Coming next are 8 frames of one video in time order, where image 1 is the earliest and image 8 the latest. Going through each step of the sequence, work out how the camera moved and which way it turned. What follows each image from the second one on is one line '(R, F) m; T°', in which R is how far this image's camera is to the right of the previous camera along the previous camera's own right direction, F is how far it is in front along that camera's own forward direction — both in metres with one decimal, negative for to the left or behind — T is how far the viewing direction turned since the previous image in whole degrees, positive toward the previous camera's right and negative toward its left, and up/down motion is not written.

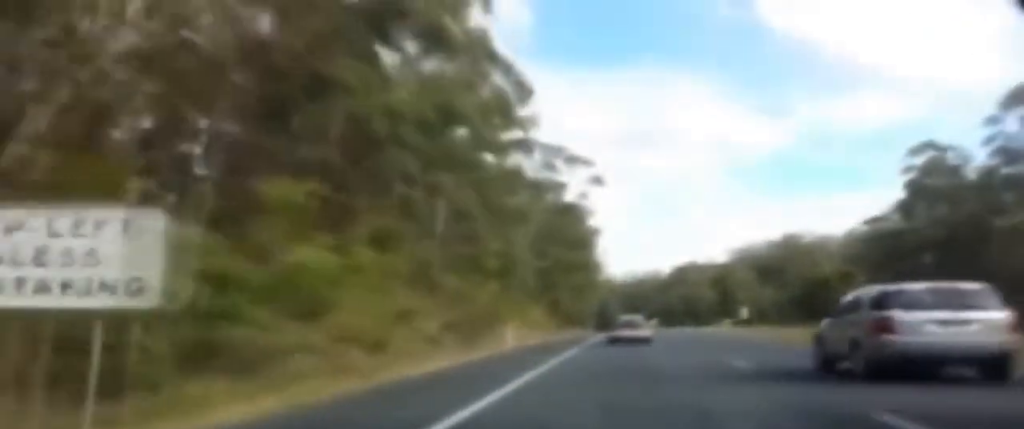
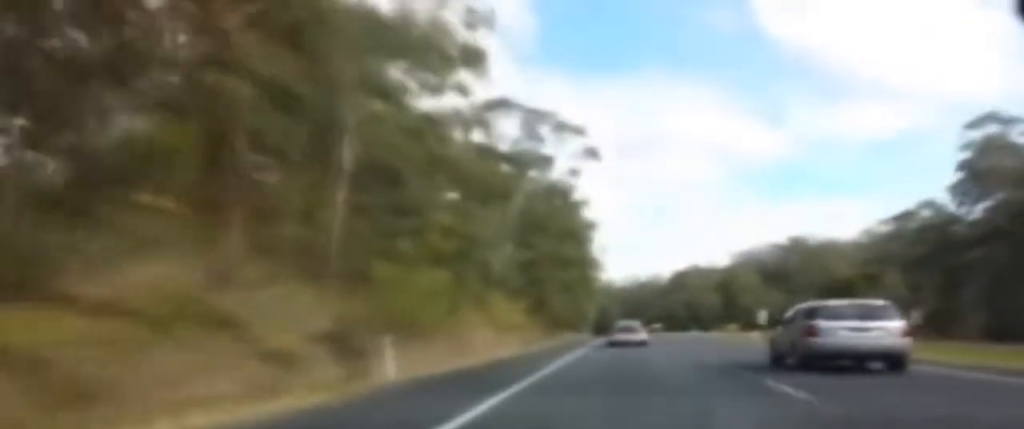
(+0.2, +18.0) m; +1°
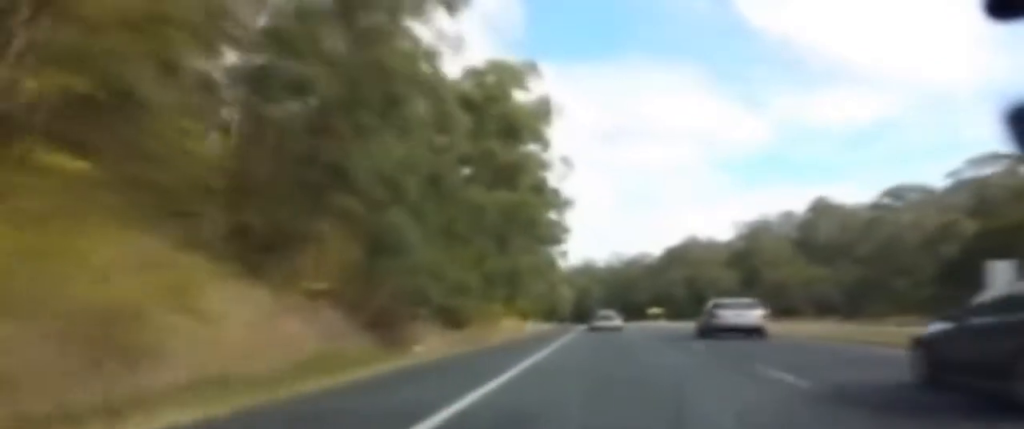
(-1.0, +59.4) m; -5°
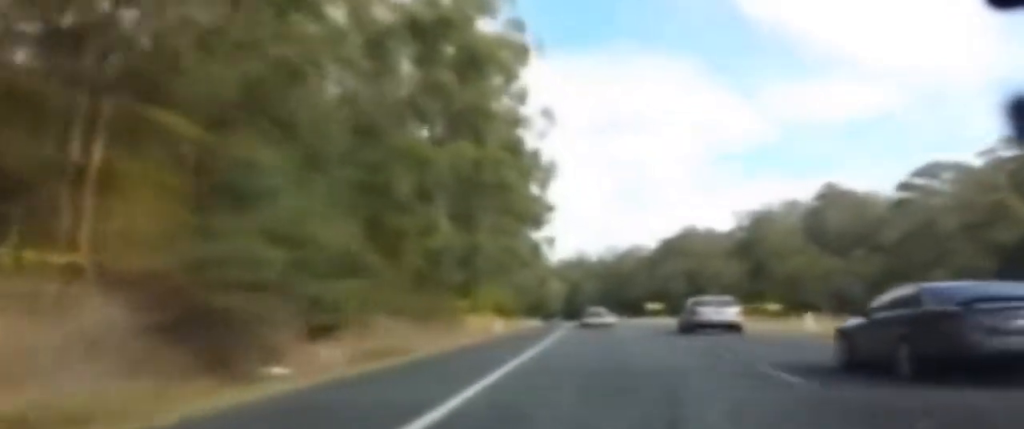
(-0.3, +12.3) m; 0°
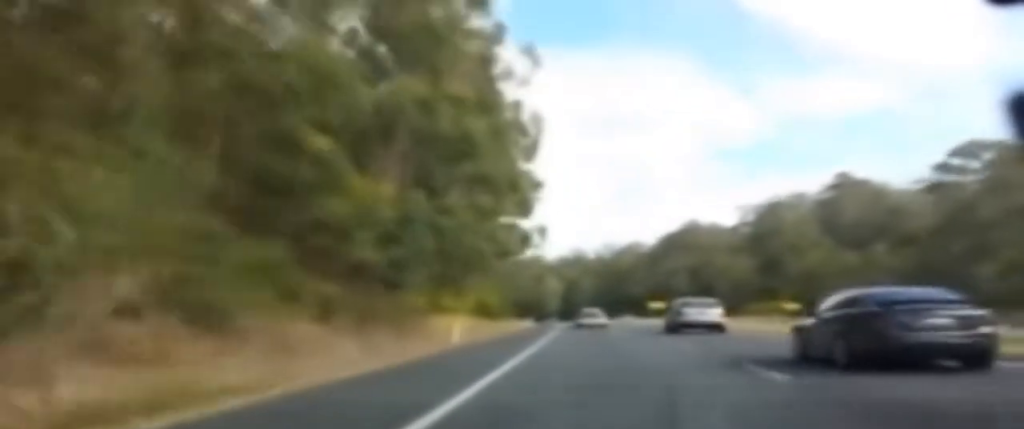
(+0.1, +10.9) m; 0°
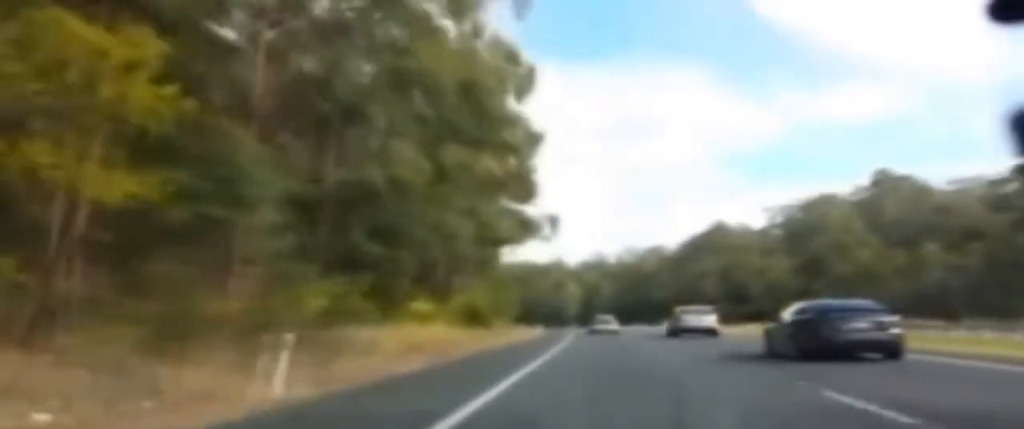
(+0.4, +16.7) m; 0°
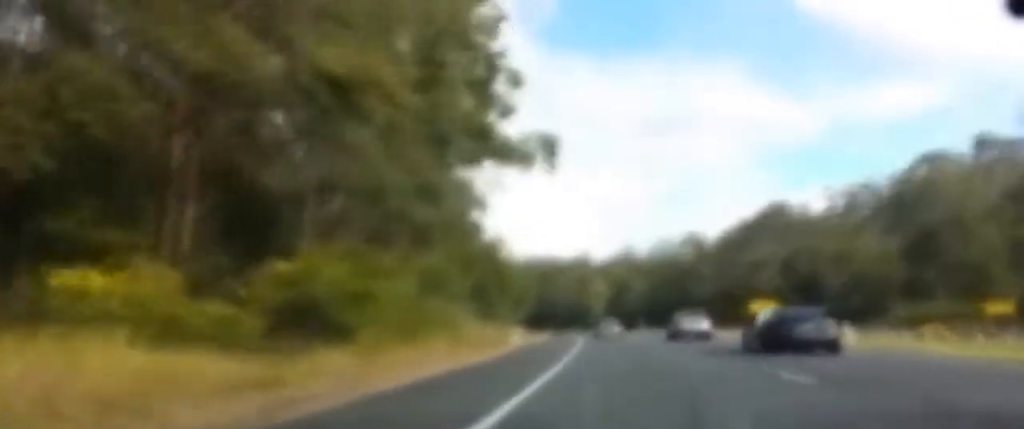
(0.0, +30.1) m; +2°
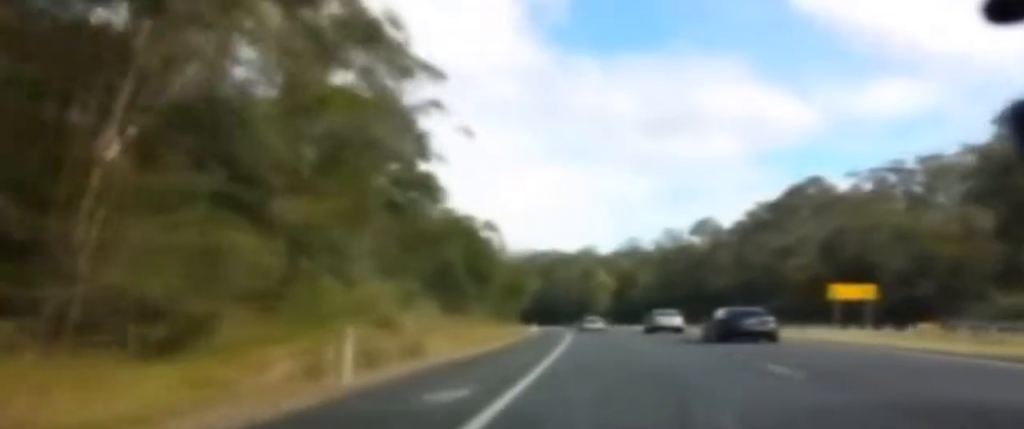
(+0.1, +23.8) m; -1°
